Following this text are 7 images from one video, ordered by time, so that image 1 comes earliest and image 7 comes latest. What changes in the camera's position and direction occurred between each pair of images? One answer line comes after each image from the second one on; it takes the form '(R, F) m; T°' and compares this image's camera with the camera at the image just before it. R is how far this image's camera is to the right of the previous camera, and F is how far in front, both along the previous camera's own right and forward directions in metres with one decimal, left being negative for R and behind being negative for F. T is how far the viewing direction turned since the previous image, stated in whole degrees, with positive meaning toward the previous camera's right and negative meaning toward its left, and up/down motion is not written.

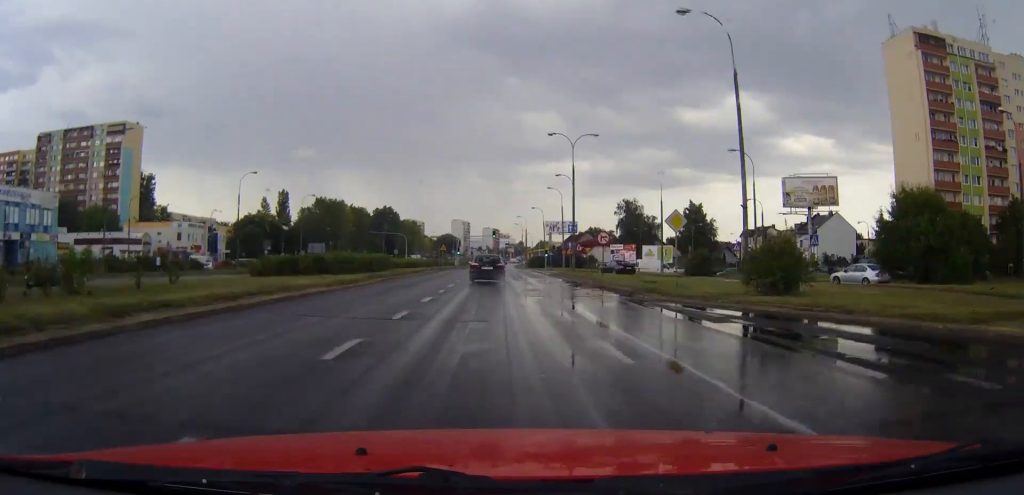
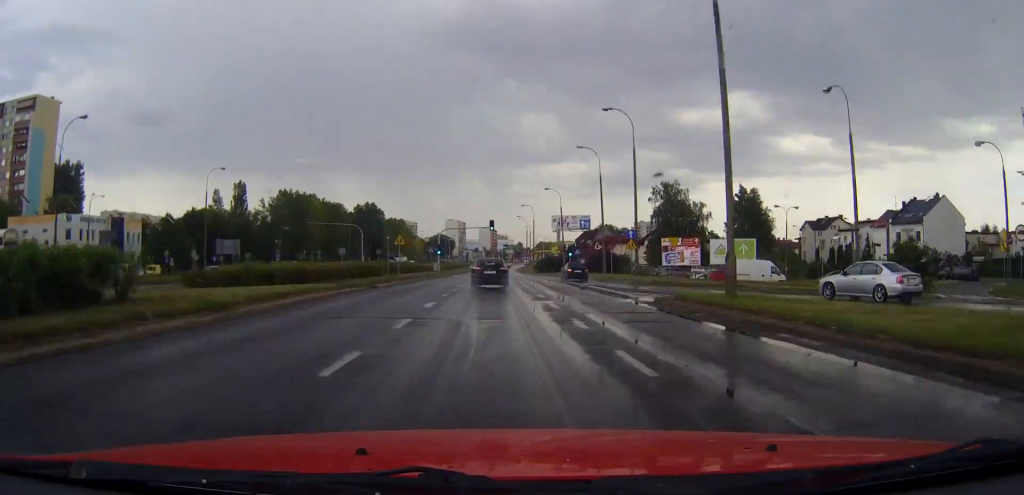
(0.0, +41.9) m; 0°
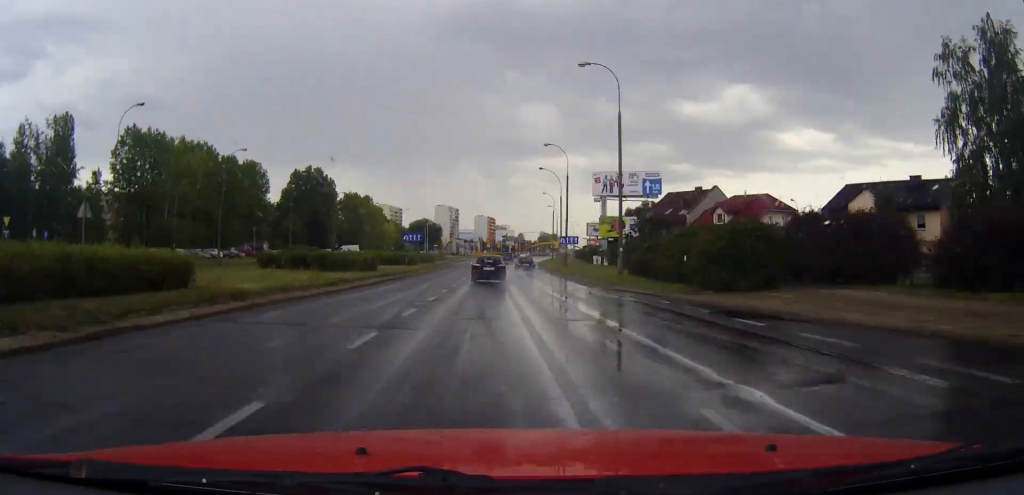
(+0.4, +95.7) m; 0°
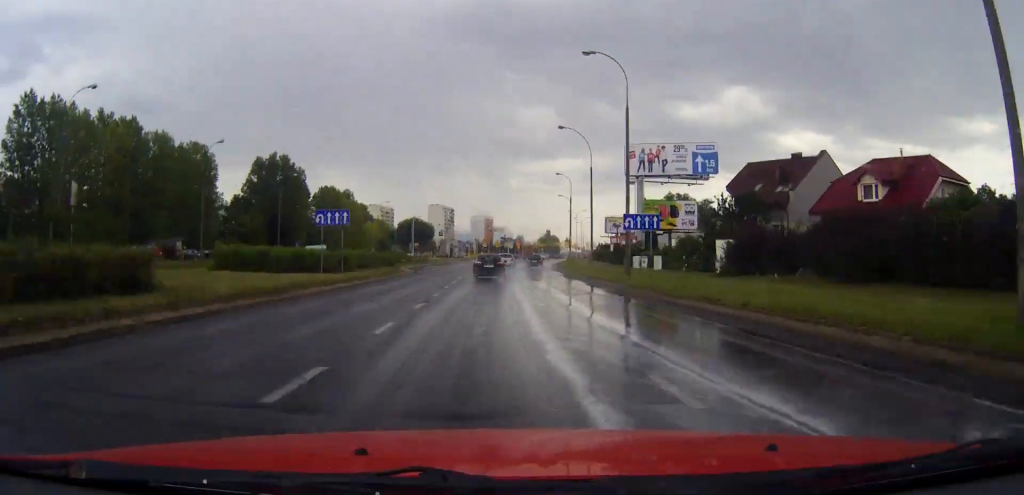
(0.0, +33.2) m; 0°
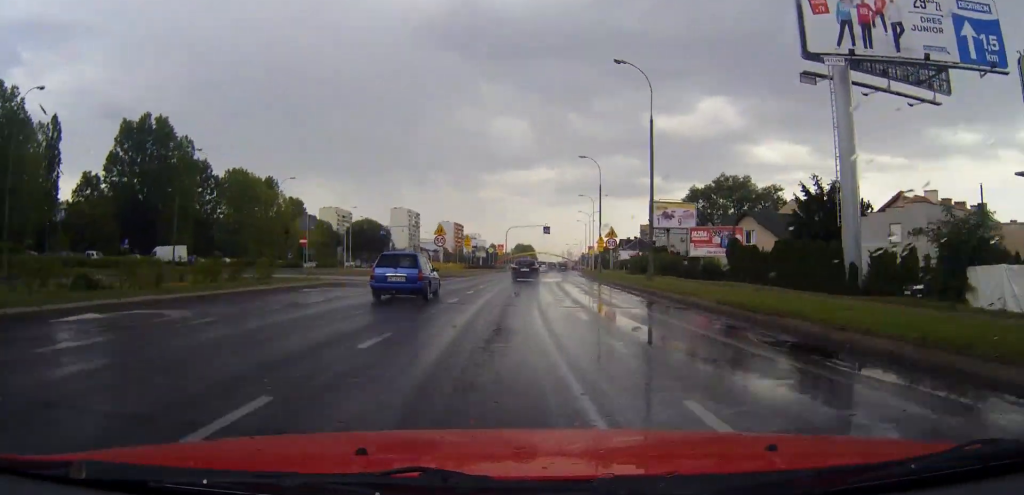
(+1.2, +60.8) m; +3°
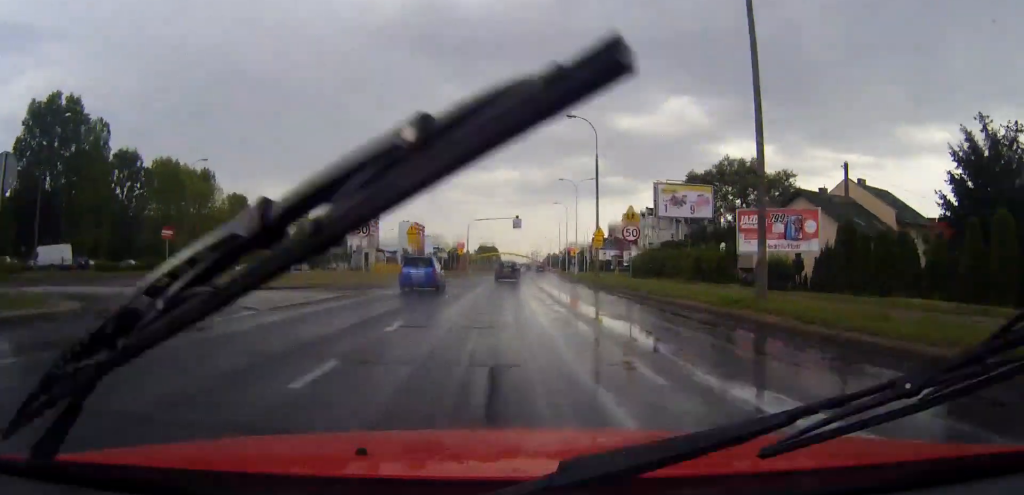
(+0.2, +21.1) m; +1°
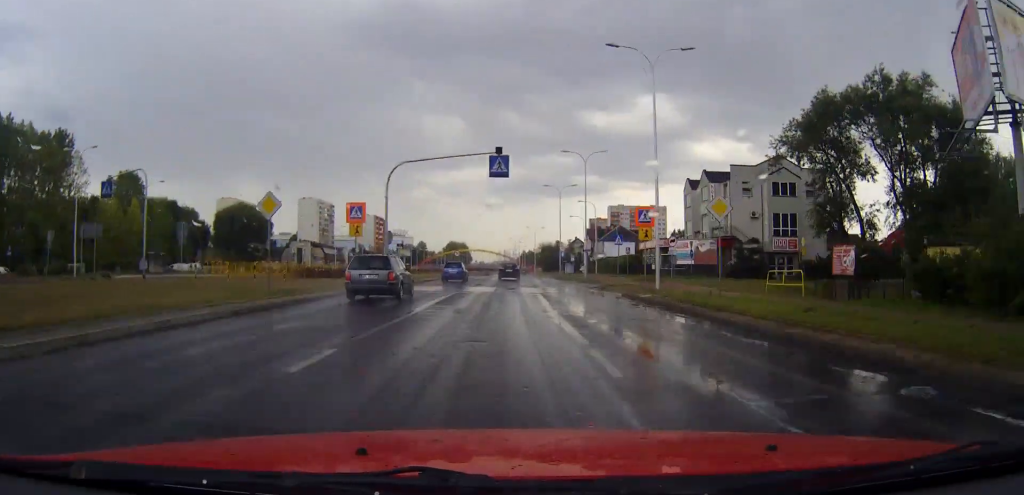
(+1.6, +52.8) m; +3°
